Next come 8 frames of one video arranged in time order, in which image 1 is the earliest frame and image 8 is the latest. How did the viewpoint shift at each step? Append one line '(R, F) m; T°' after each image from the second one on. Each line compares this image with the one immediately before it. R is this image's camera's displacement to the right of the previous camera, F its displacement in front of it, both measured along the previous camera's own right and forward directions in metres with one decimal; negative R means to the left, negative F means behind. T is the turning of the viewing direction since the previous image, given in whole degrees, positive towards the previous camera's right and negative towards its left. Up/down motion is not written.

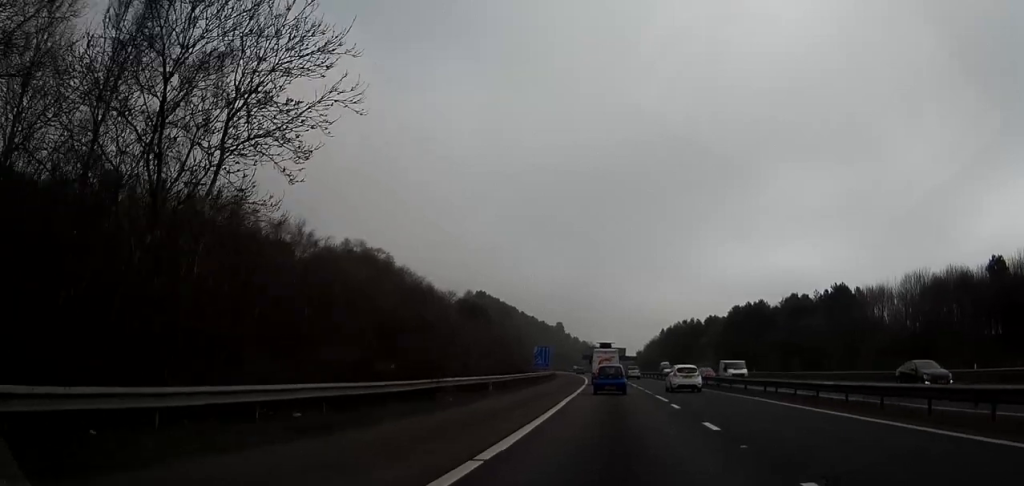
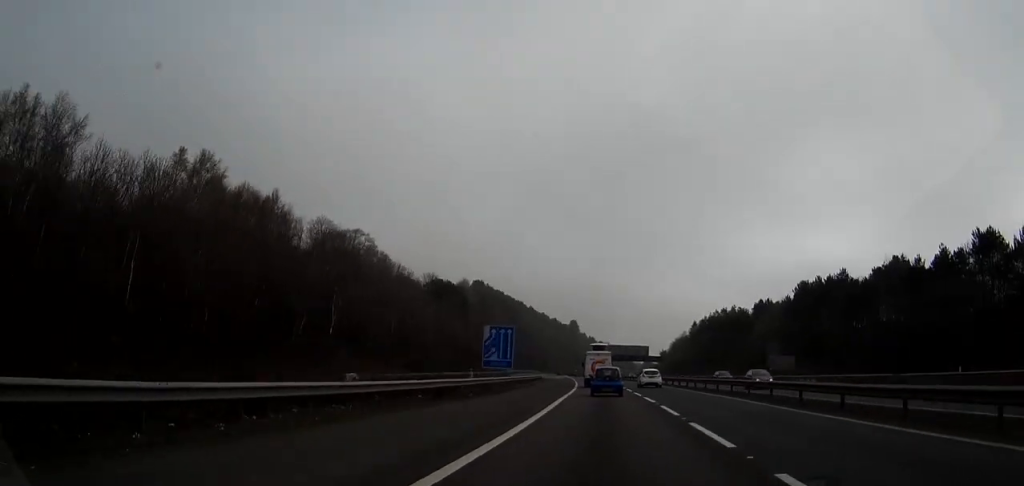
(-2.2, +60.6) m; -1°
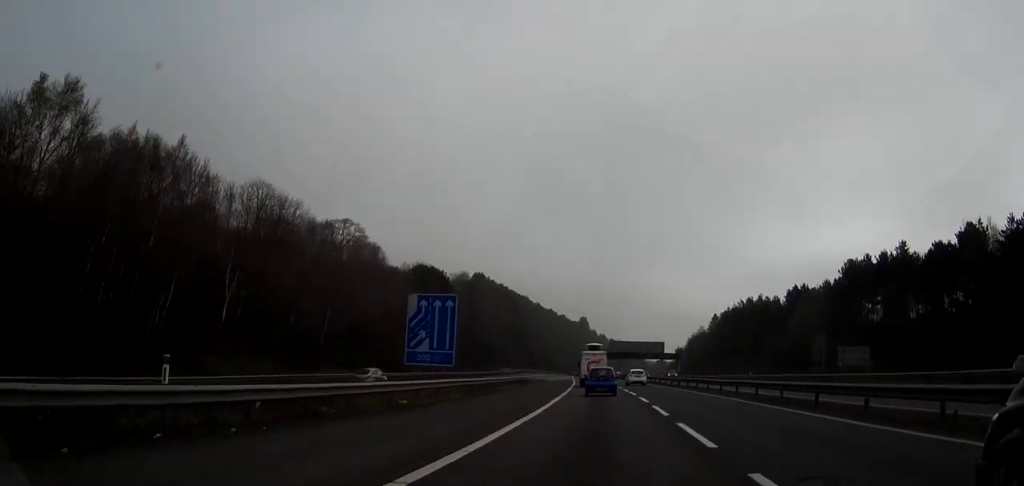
(0.0, +25.7) m; 0°
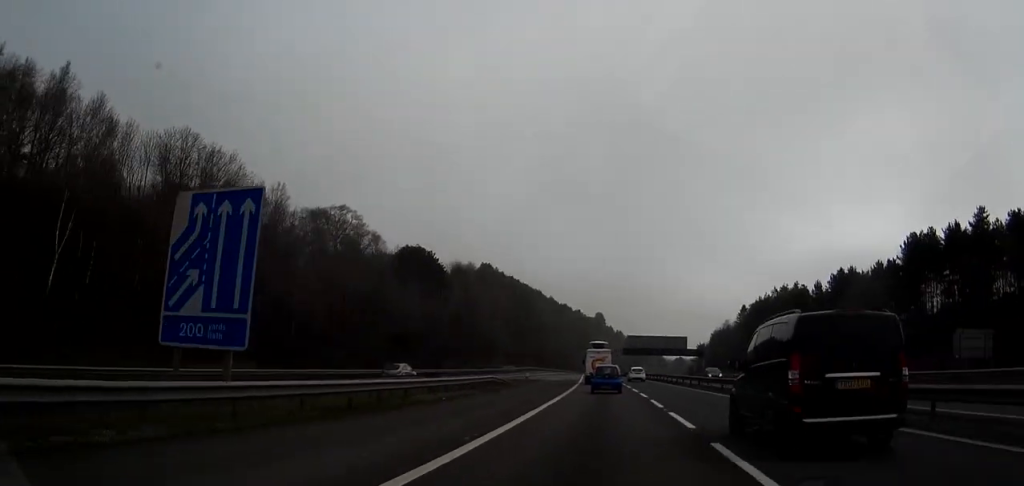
(0.0, +23.4) m; -2°
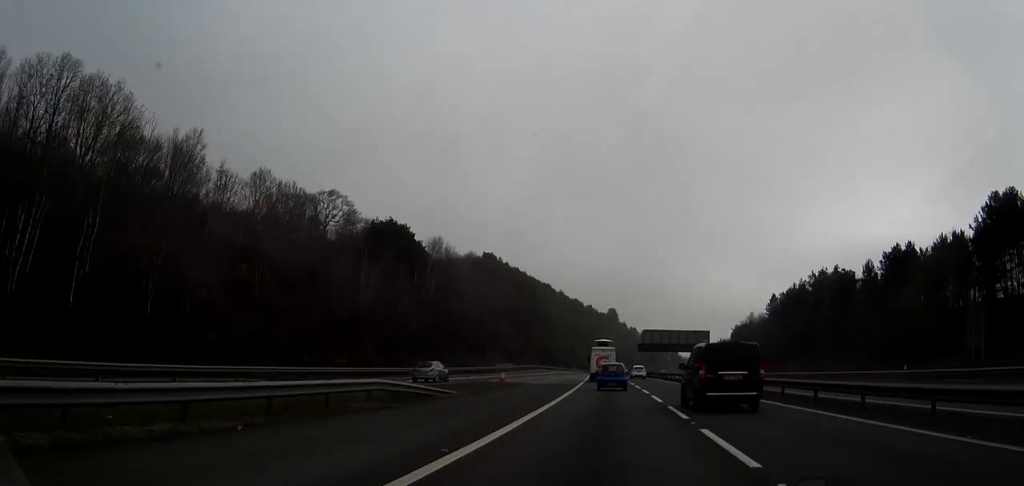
(-0.9, +23.8) m; -2°
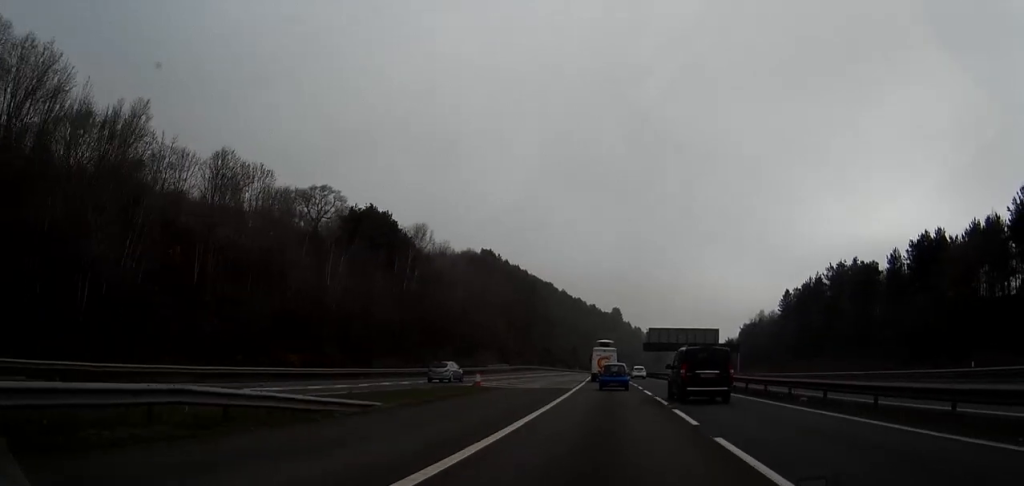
(0.0, +10.7) m; 0°
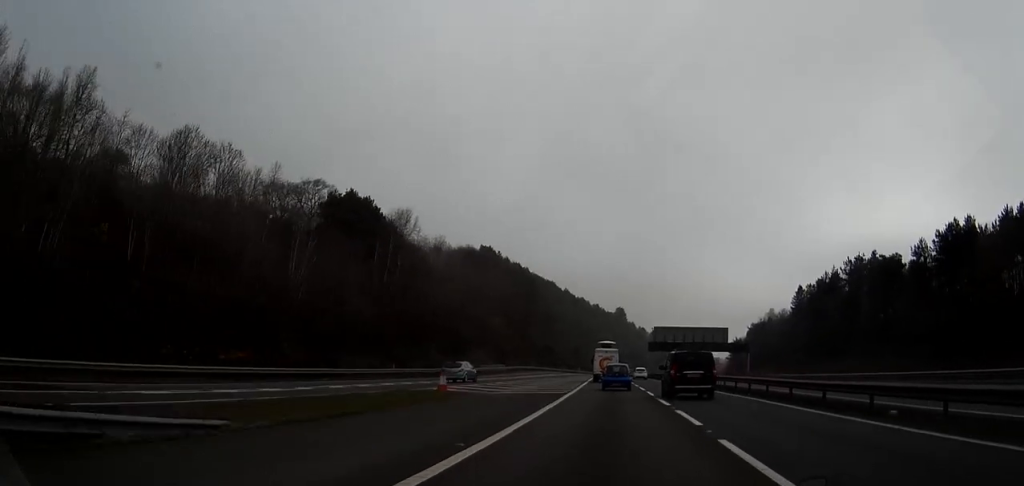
(0.0, +9.2) m; 0°
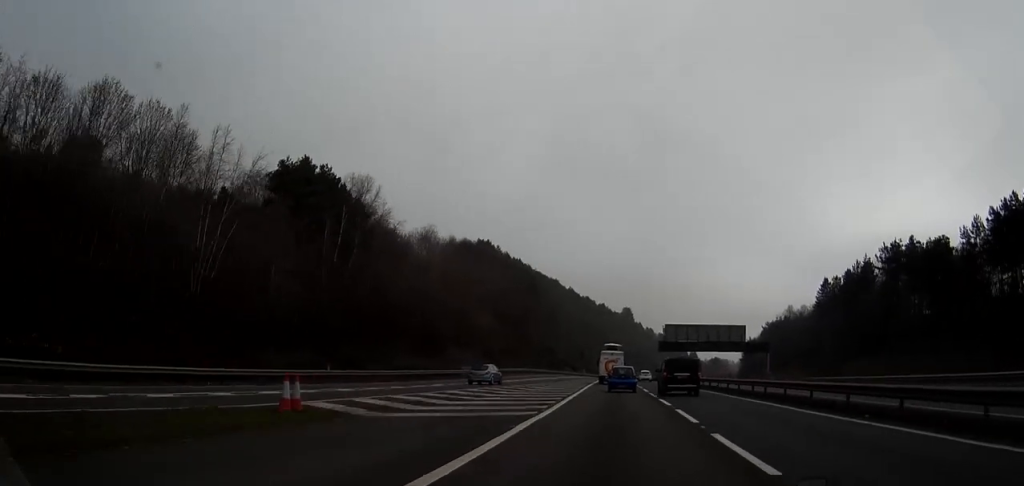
(0.0, +15.9) m; 0°
